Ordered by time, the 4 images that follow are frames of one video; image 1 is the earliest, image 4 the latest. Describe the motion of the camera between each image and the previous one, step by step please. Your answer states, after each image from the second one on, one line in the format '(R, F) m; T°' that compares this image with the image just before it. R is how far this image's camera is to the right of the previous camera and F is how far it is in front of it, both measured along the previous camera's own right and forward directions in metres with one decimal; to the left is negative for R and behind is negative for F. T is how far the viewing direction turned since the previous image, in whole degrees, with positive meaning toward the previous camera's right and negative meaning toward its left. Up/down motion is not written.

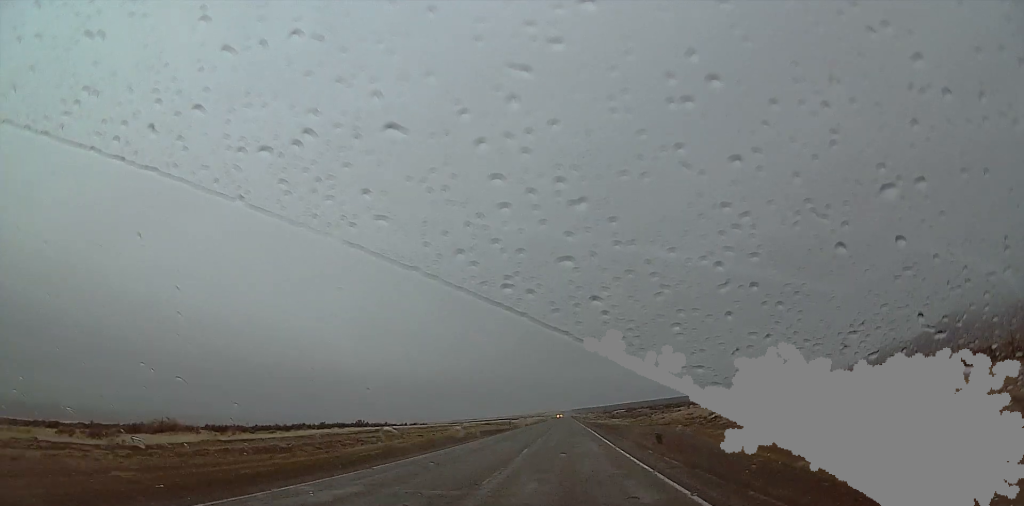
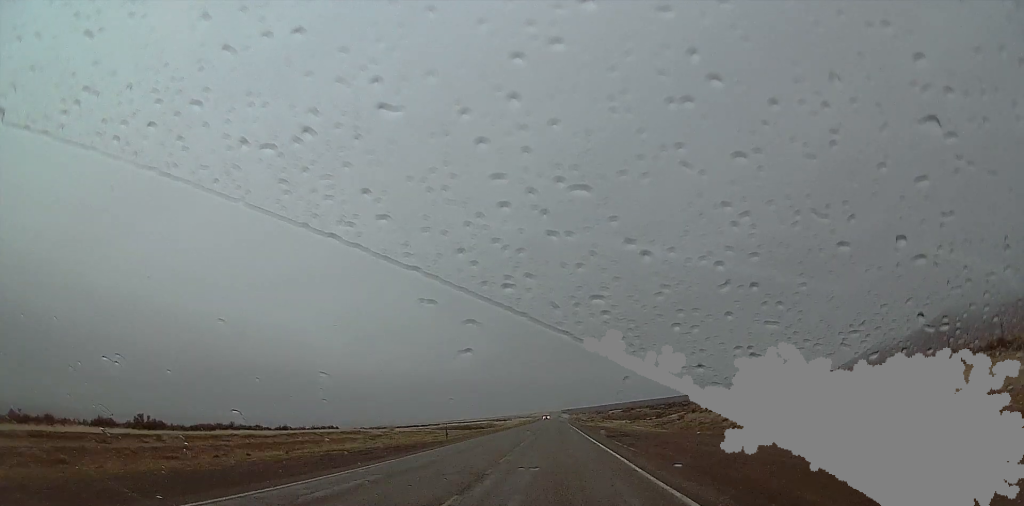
(+0.1, +41.4) m; 0°
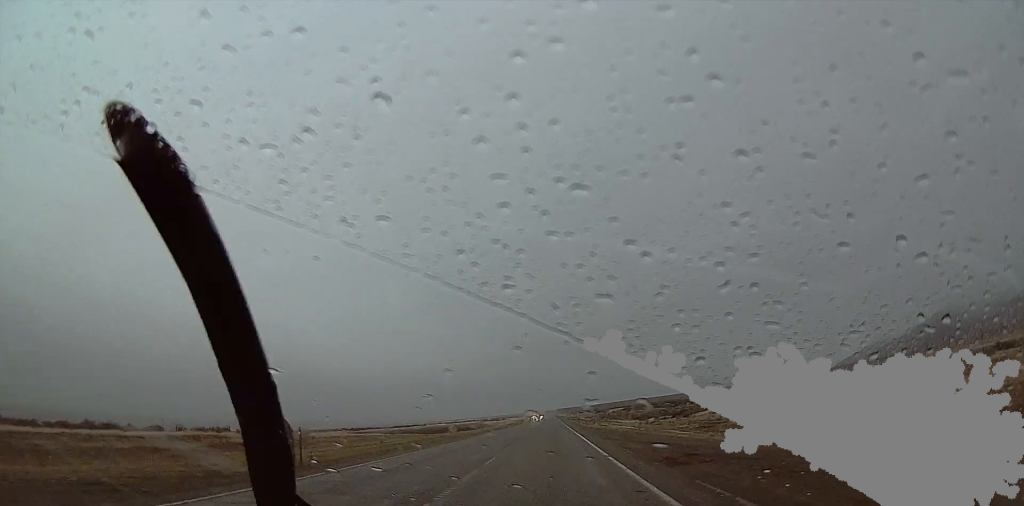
(0.0, +25.5) m; 0°
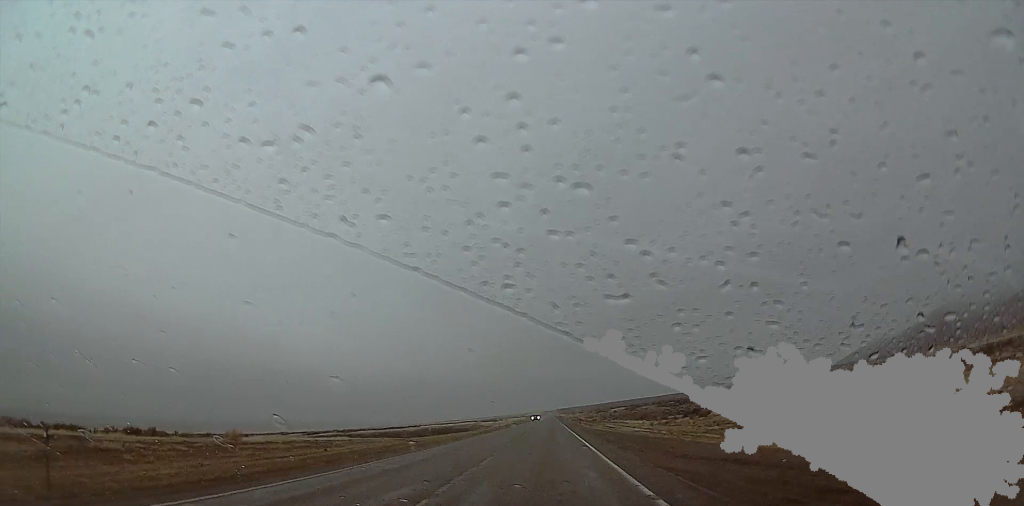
(0.0, +11.5) m; 0°
